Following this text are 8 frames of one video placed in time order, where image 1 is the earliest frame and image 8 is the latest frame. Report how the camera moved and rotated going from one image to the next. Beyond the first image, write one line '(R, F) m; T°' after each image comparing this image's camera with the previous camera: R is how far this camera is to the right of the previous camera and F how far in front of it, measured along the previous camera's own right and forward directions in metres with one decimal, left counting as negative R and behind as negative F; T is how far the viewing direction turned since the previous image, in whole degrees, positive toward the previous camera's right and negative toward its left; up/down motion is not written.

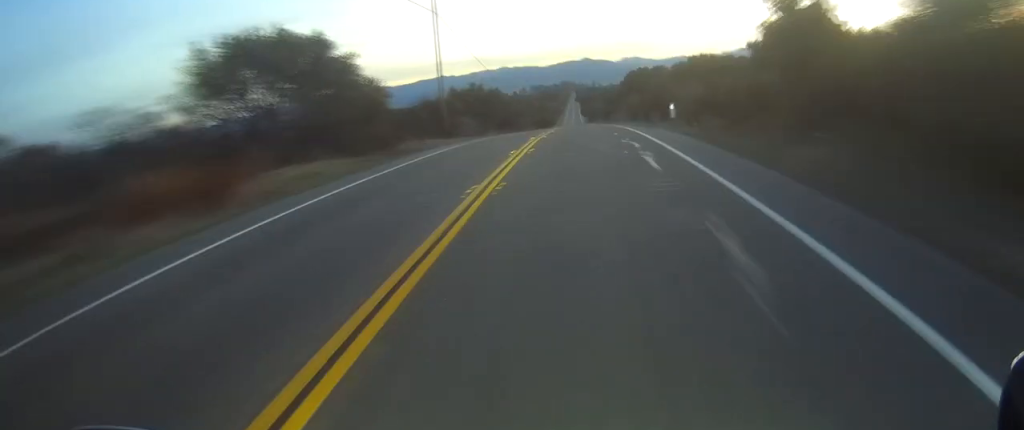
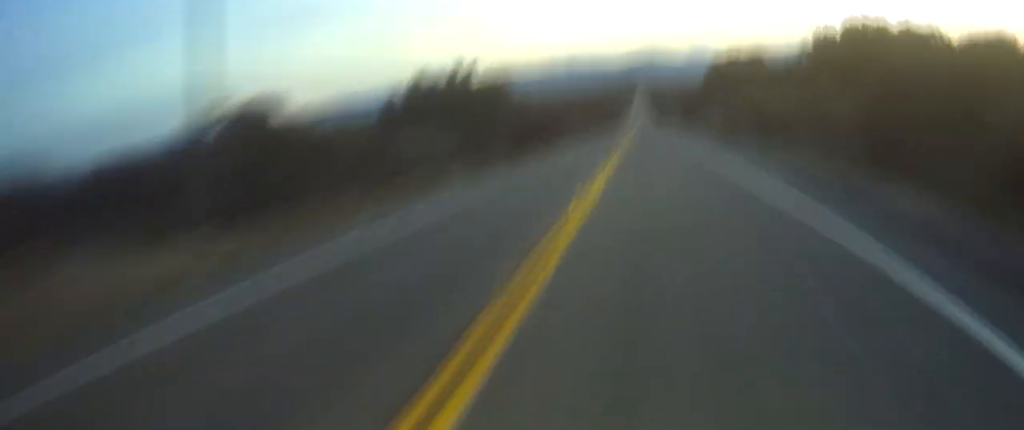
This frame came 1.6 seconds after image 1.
(+0.4, +38.3) m; -1°
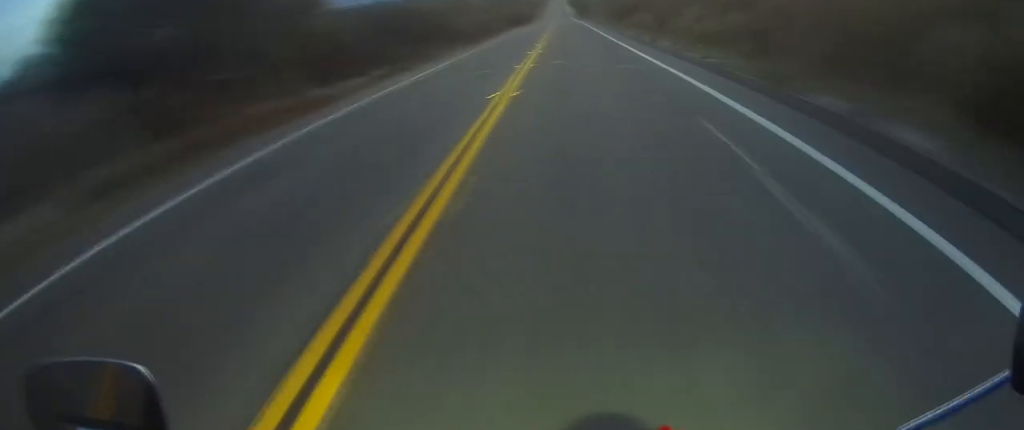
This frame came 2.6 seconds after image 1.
(-0.6, +23.0) m; 0°
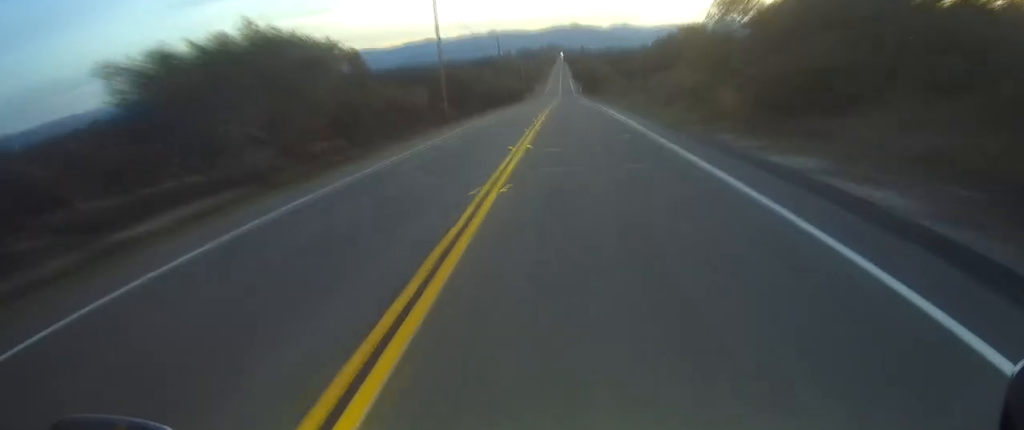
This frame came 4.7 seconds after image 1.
(+1.6, +47.1) m; +1°
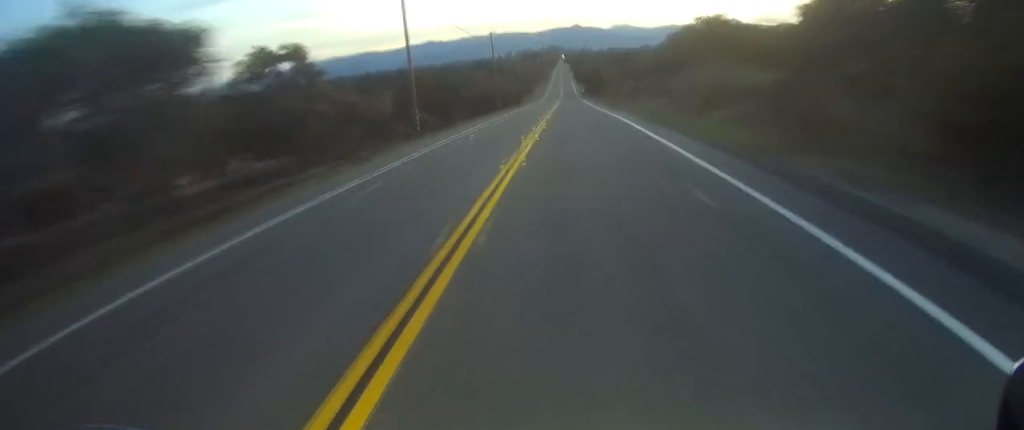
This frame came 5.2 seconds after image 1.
(0.0, +11.2) m; -2°
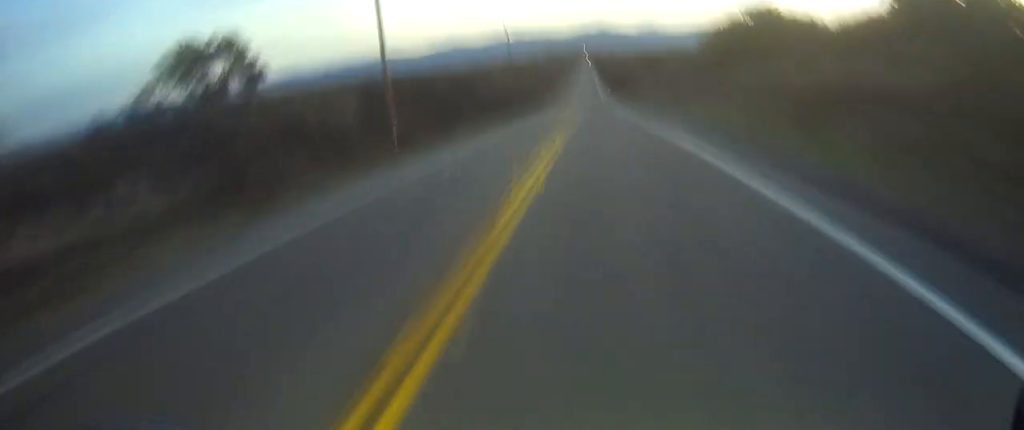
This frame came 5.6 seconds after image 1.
(-0.1, +9.9) m; -1°
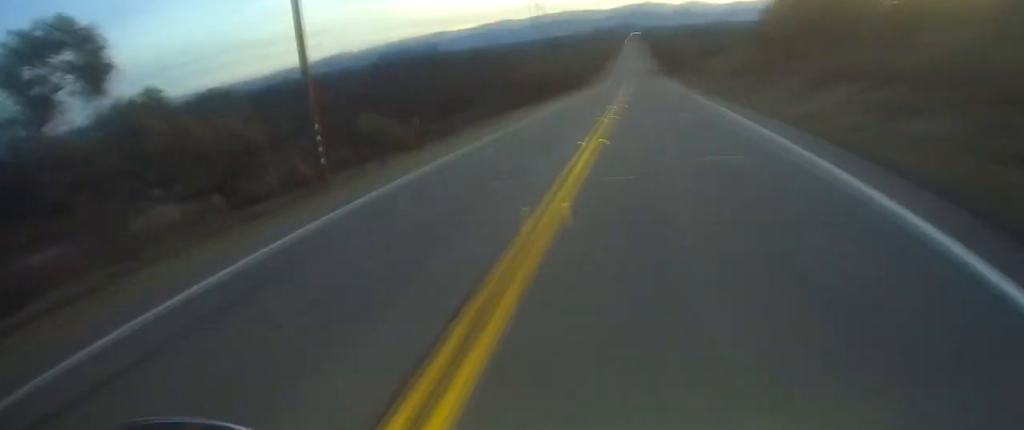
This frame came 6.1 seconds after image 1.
(-0.8, +11.2) m; 0°
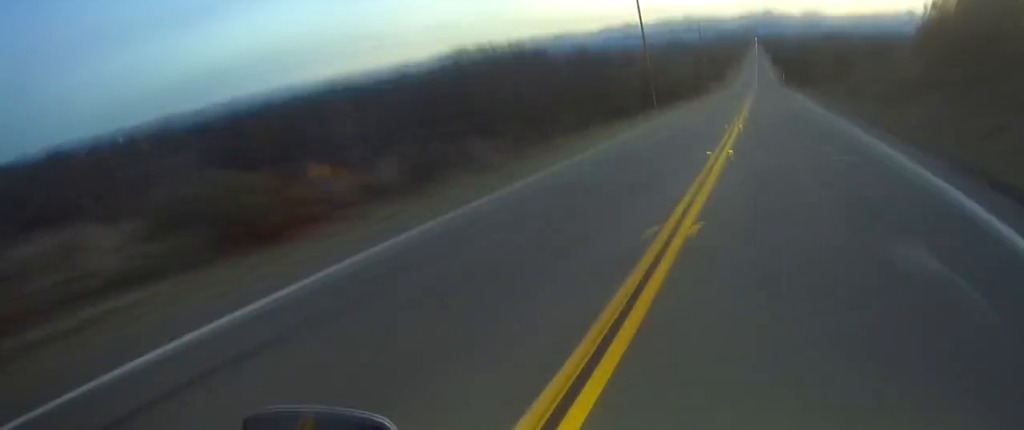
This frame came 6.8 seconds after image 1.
(+0.2, +14.2) m; +2°
